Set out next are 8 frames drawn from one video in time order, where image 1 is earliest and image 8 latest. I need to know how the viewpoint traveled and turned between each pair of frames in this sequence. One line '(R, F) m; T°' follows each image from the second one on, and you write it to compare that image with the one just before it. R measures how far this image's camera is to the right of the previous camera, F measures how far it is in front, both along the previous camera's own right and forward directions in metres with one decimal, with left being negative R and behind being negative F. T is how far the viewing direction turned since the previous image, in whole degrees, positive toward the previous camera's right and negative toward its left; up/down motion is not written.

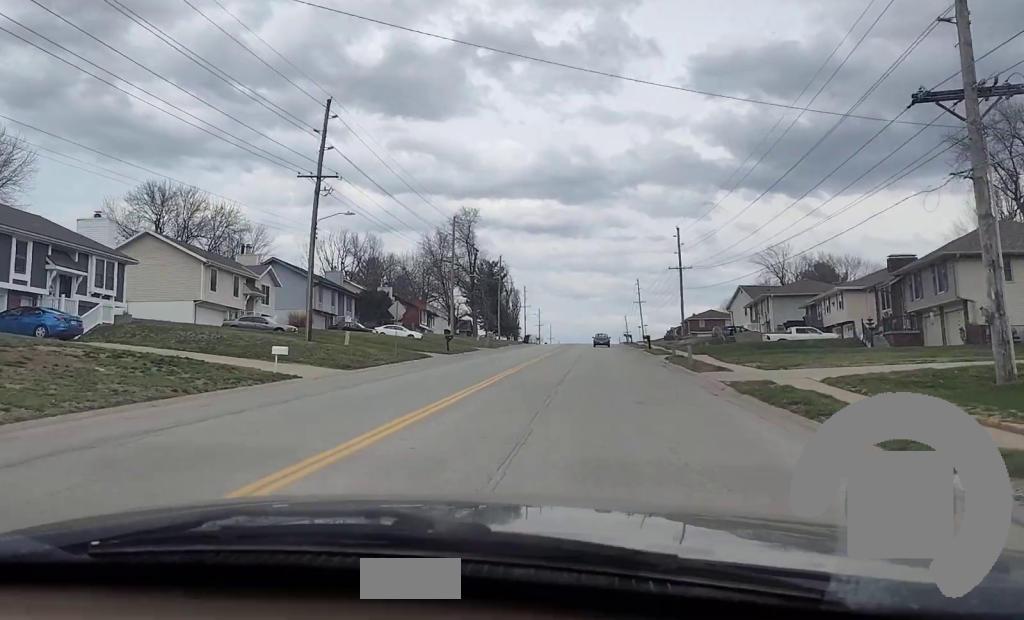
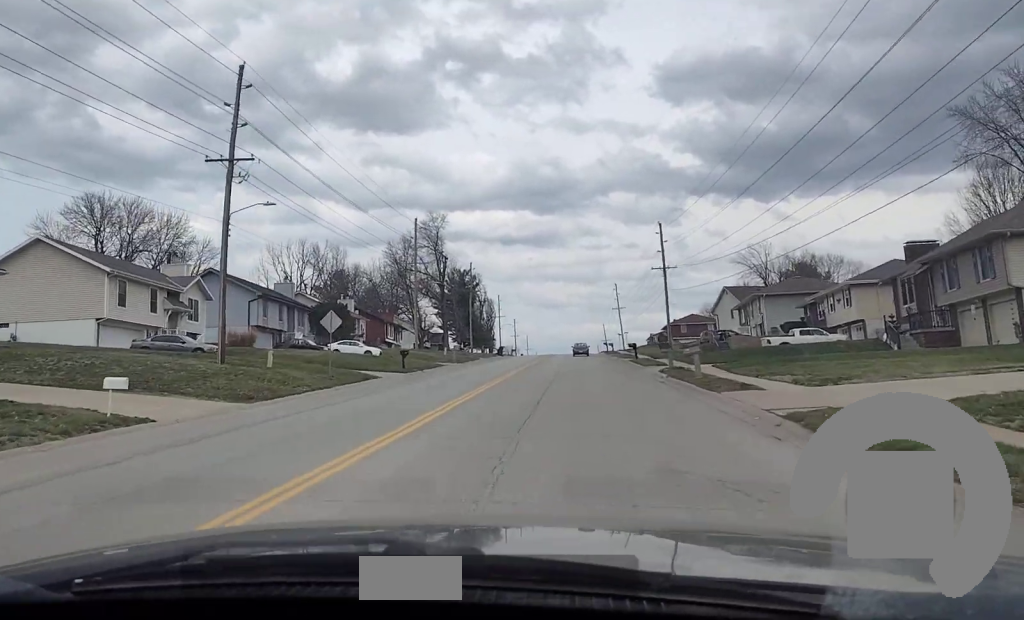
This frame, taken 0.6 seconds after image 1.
(+0.1, +9.1) m; 0°
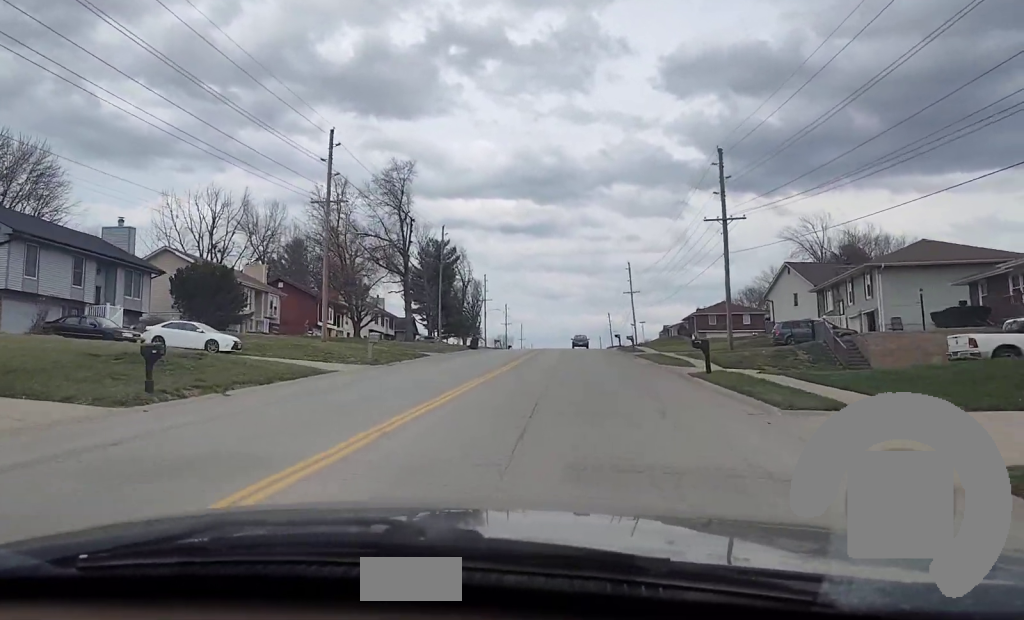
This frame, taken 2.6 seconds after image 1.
(+0.3, +31.7) m; +1°
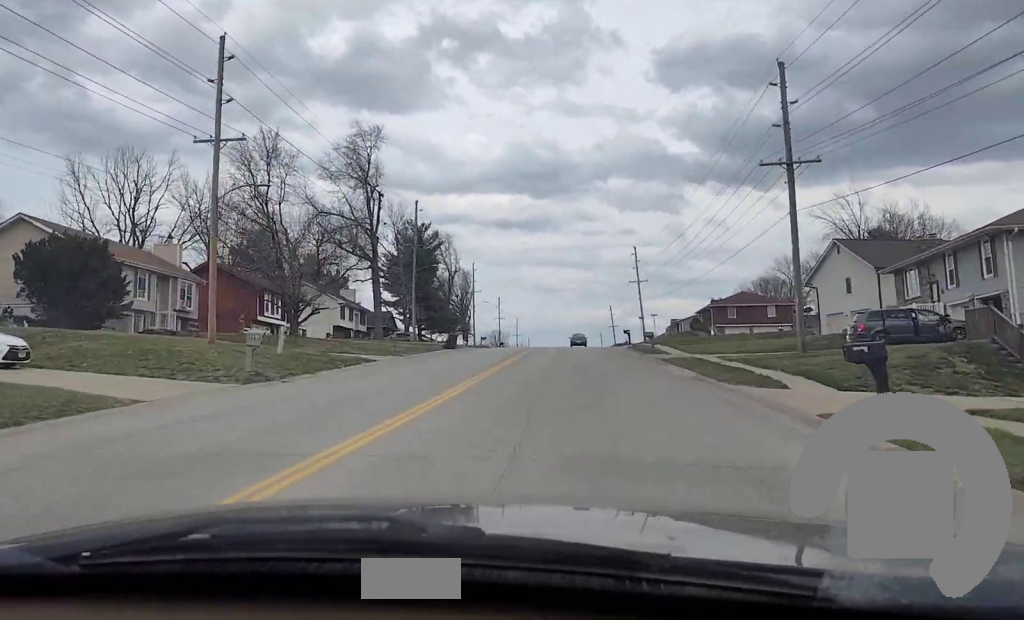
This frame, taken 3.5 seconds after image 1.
(0.0, +15.8) m; 0°
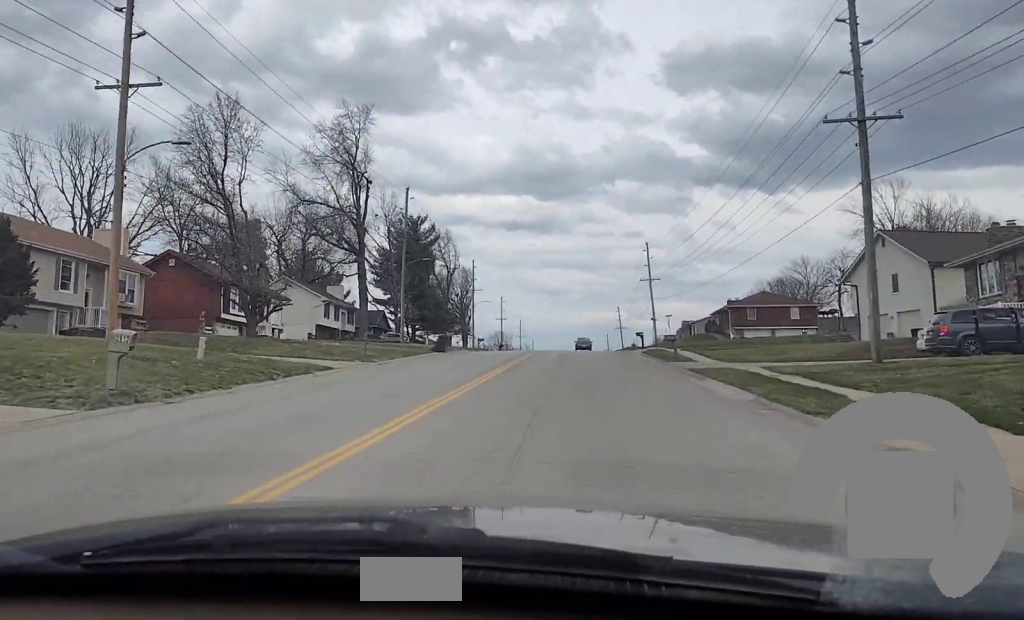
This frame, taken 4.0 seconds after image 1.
(0.0, +8.3) m; 0°
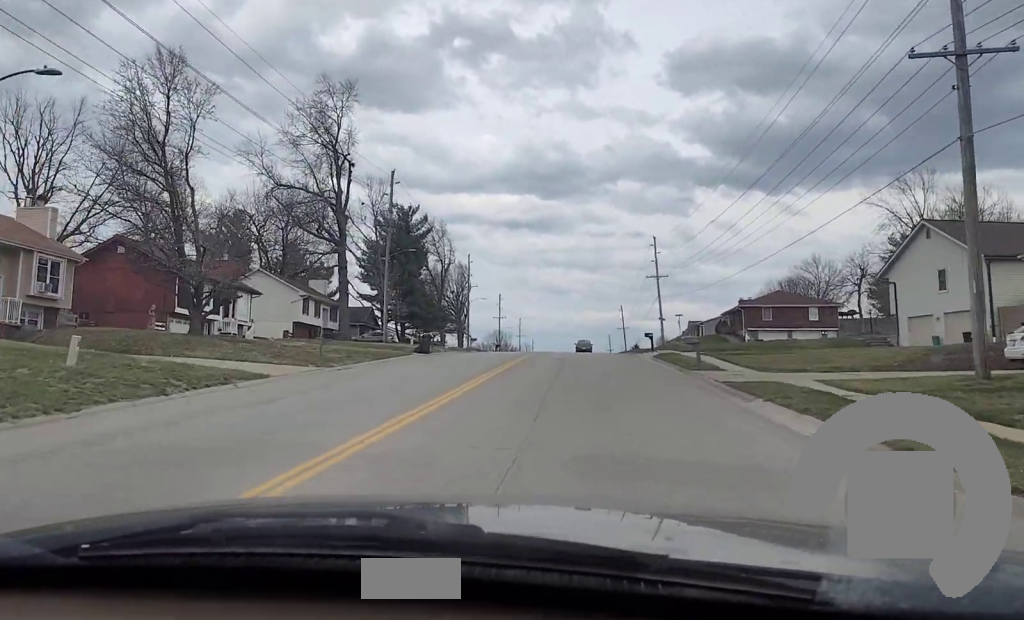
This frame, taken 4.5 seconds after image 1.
(0.0, +7.2) m; 0°
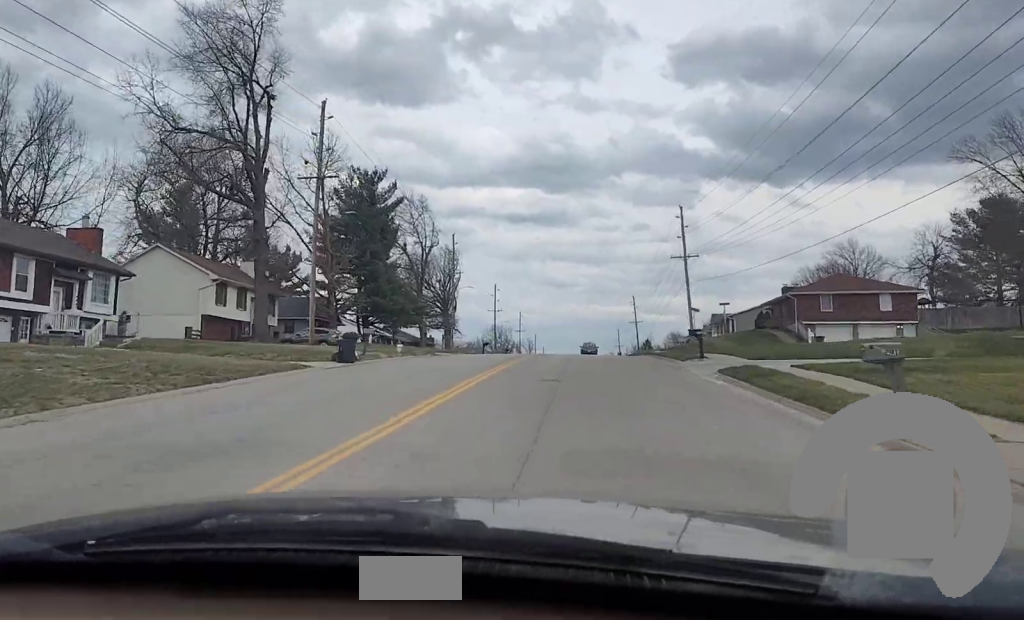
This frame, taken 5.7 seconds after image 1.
(0.0, +20.2) m; 0°
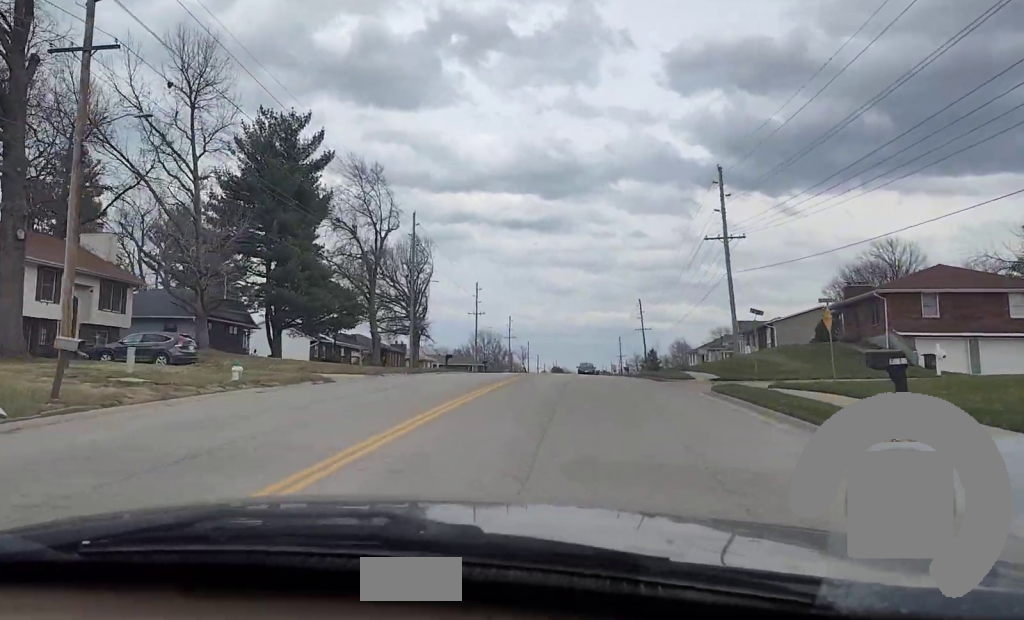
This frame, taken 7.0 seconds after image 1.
(0.0, +22.7) m; 0°
